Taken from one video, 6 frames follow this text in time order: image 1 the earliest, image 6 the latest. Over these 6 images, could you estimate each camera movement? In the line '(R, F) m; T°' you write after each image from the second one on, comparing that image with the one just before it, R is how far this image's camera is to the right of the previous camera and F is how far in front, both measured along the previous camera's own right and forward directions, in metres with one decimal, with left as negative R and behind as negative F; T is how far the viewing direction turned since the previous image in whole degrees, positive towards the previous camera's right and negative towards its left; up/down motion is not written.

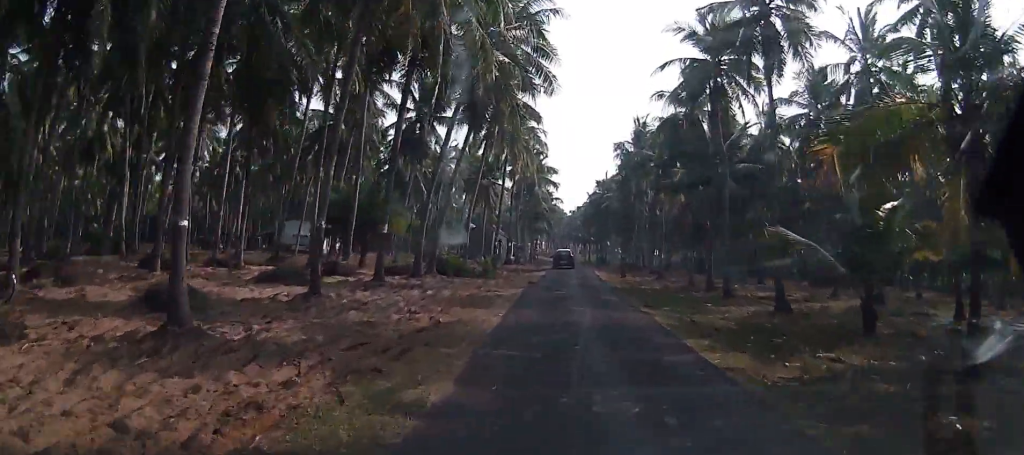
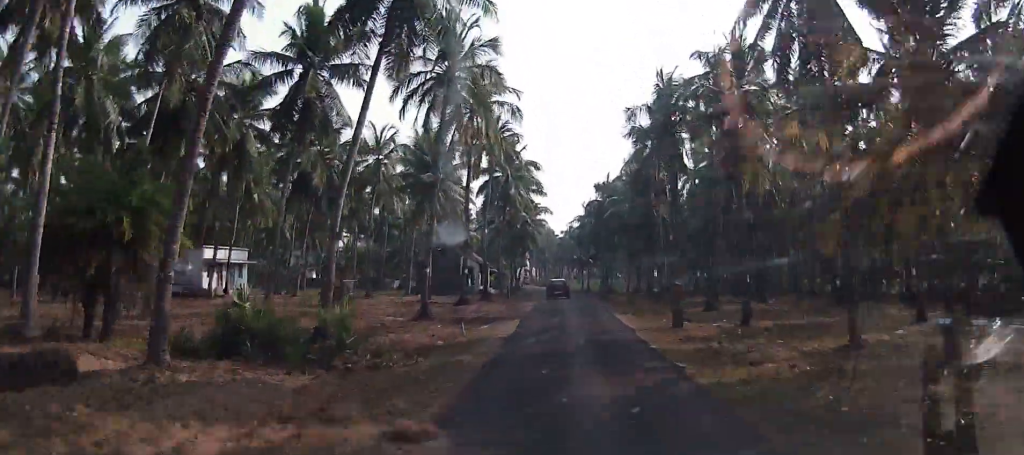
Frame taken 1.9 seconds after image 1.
(-0.4, +23.4) m; -3°
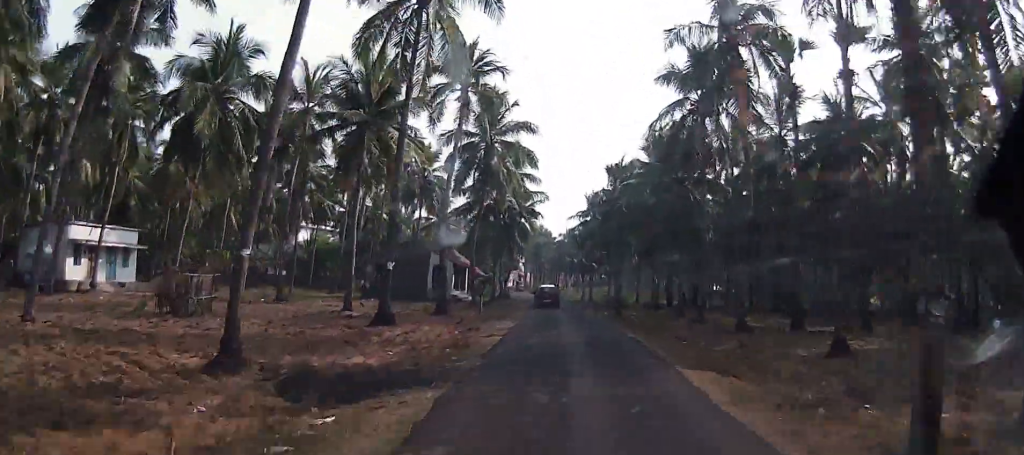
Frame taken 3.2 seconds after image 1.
(+0.1, +15.6) m; +2°
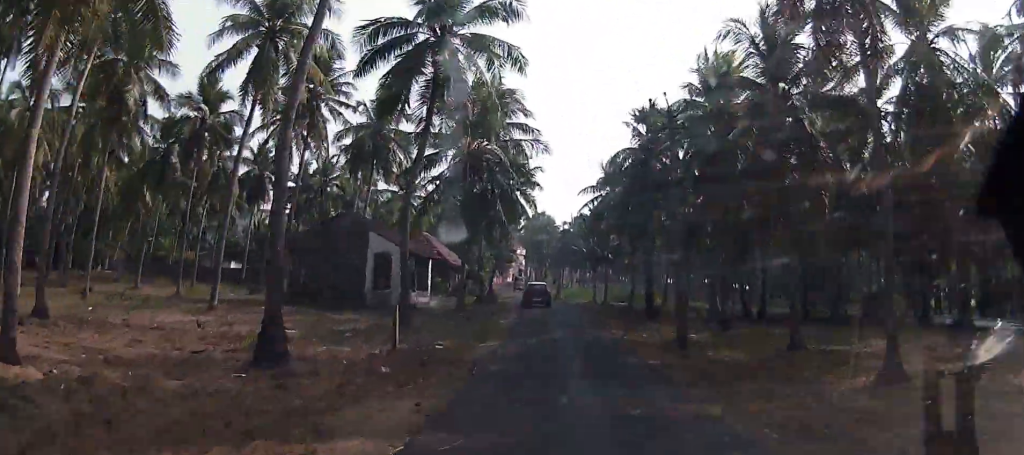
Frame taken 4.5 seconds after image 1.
(+0.3, +17.4) m; +1°
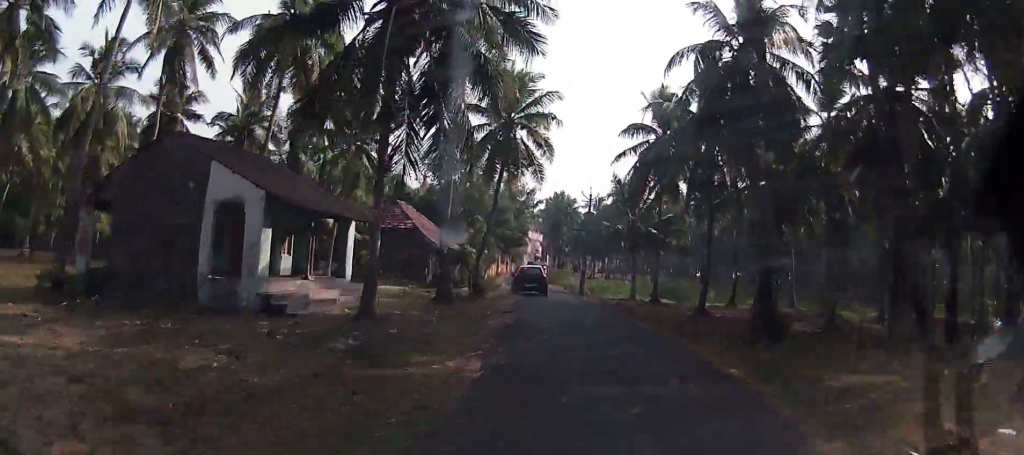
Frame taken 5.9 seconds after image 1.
(0.0, +18.3) m; 0°
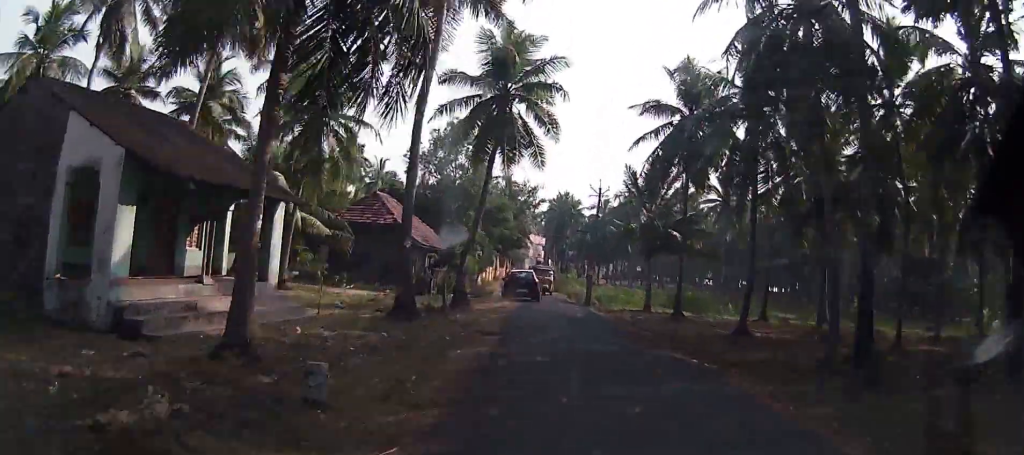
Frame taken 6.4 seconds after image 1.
(0.0, +6.7) m; 0°
